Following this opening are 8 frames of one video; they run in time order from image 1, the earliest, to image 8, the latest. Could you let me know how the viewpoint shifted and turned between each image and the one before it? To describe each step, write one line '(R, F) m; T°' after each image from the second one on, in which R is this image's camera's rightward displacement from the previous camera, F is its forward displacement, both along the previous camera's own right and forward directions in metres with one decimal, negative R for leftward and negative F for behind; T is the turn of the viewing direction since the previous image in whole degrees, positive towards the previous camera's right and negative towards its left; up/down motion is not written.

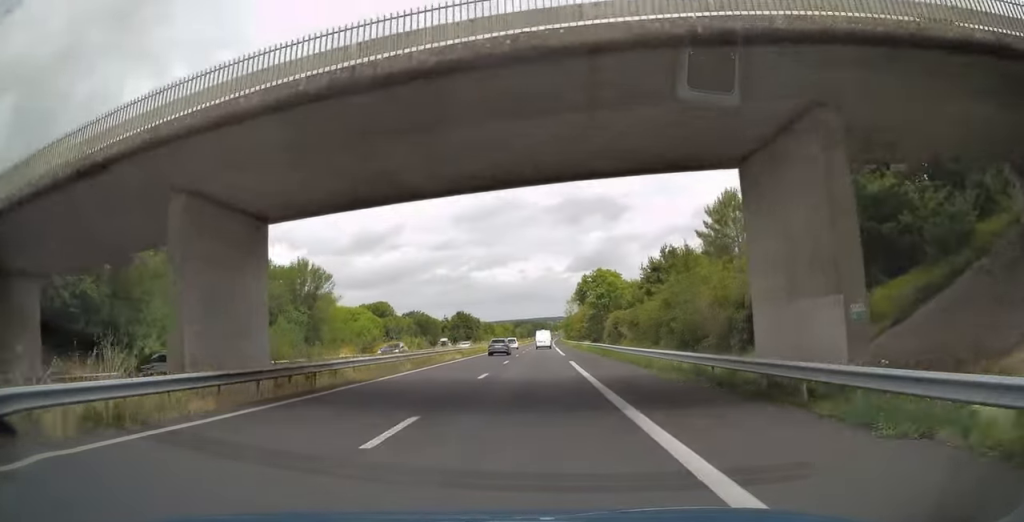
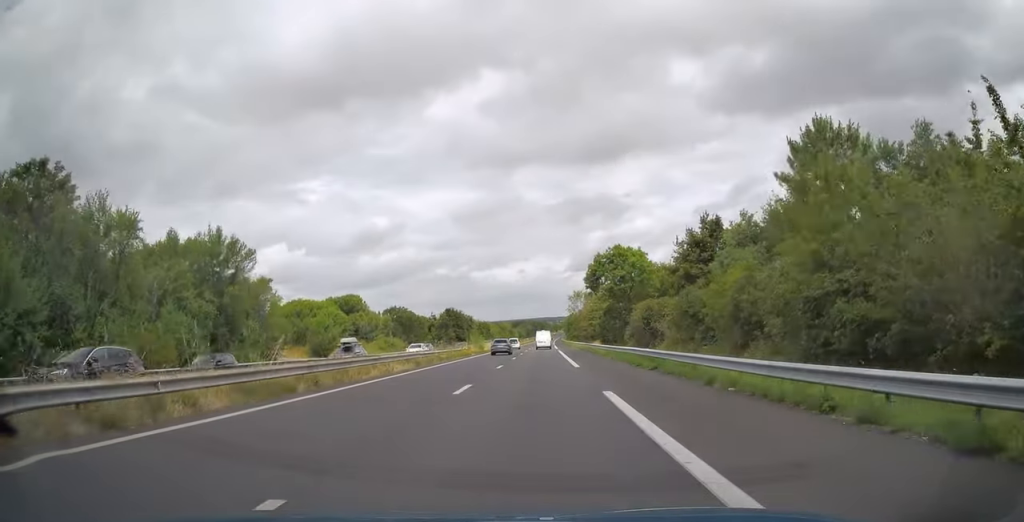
(0.0, +18.9) m; 0°
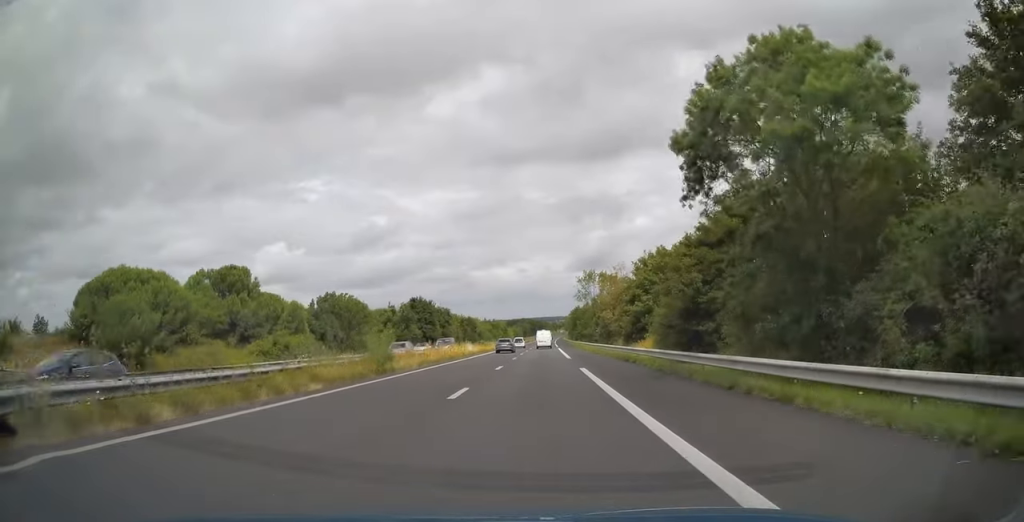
(+0.1, +40.4) m; 0°
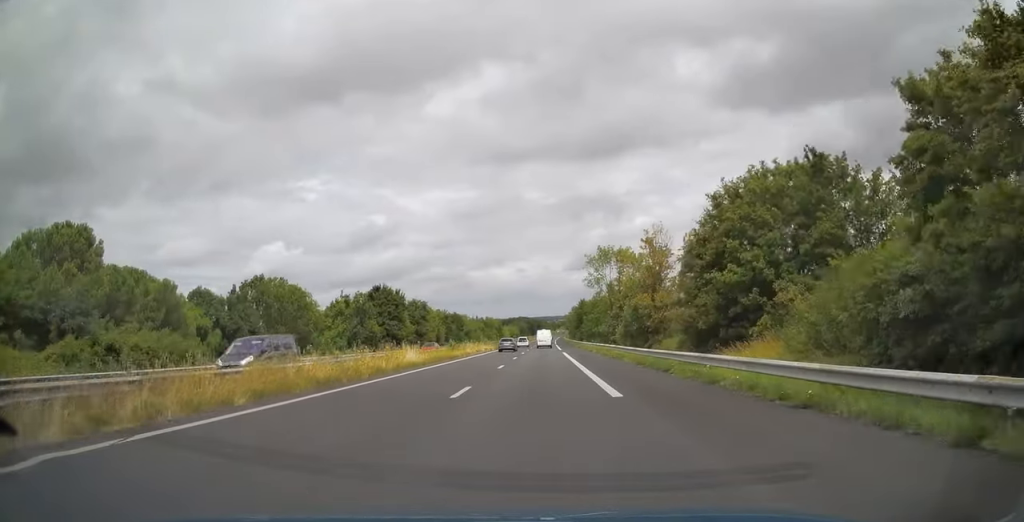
(0.0, +25.9) m; 0°
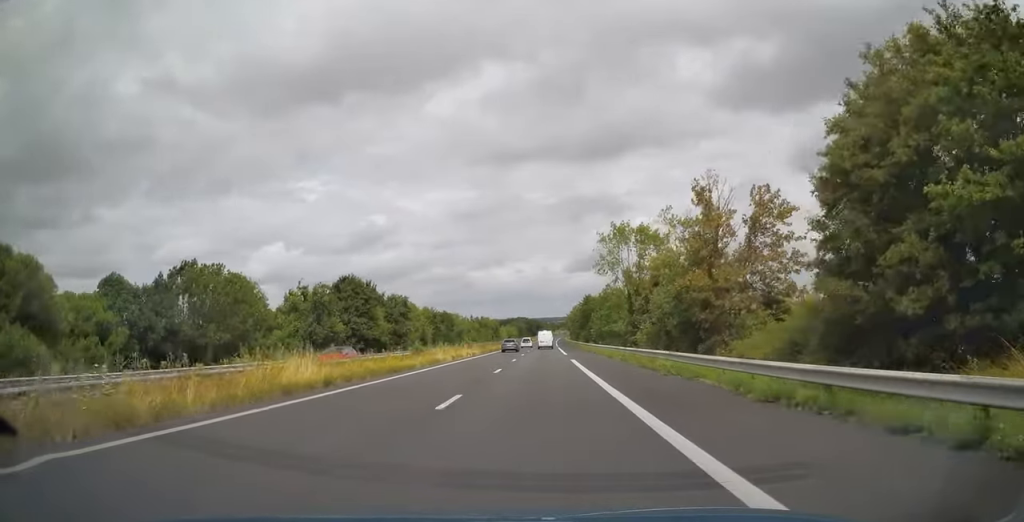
(0.0, +15.7) m; 0°
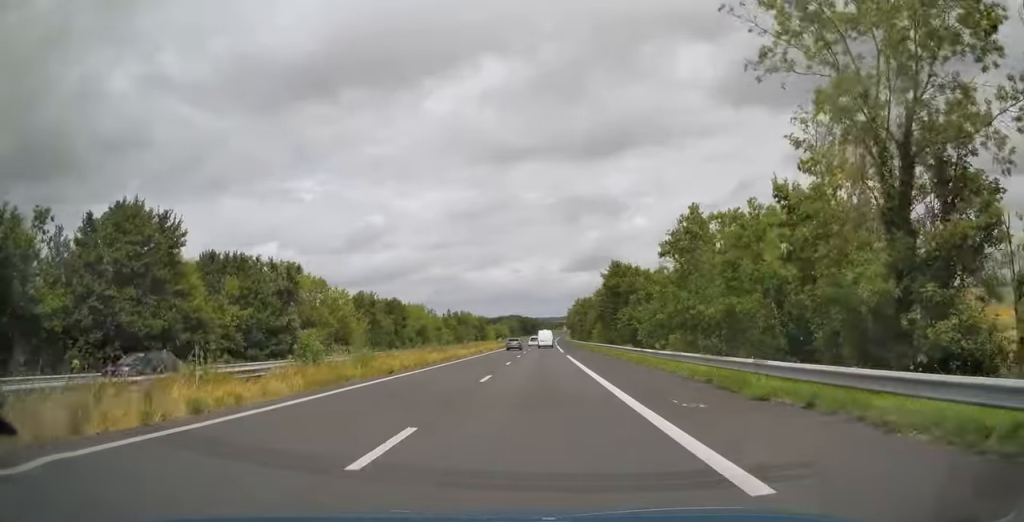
(+0.2, +44.8) m; 0°
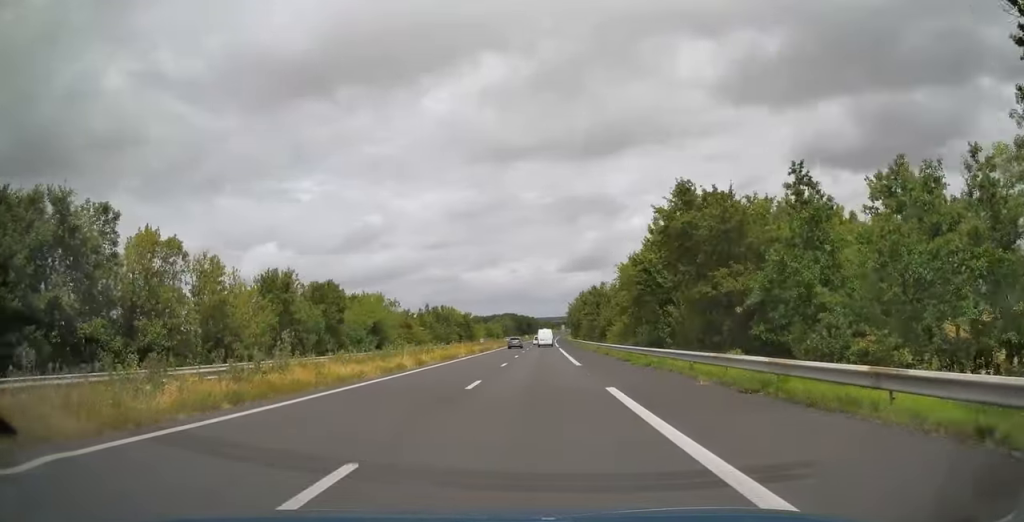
(0.0, +29.1) m; 0°
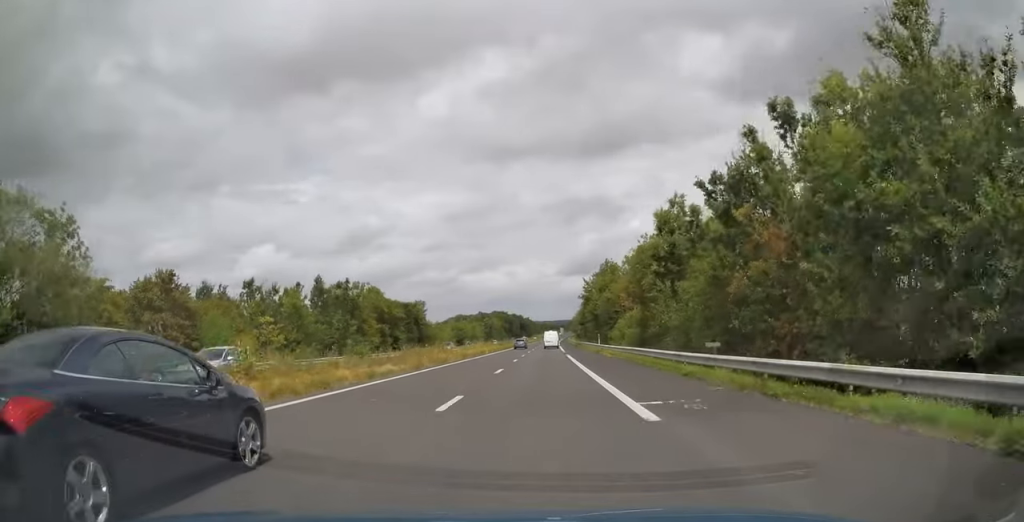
(+0.1, +70.6) m; 0°
